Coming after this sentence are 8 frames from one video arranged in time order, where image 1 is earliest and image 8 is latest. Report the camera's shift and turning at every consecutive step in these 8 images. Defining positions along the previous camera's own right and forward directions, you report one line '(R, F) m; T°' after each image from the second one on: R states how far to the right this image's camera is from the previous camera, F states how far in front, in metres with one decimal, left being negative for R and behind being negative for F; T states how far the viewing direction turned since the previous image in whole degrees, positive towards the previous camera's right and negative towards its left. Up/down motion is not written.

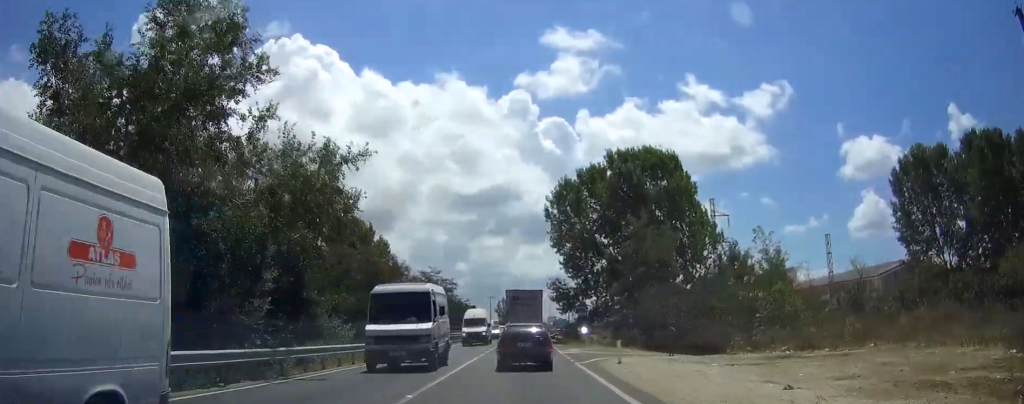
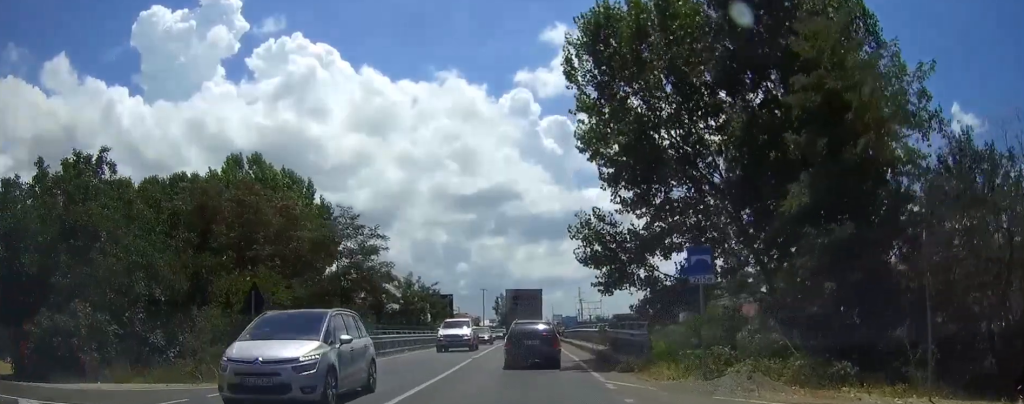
(+0.3, +32.9) m; 0°
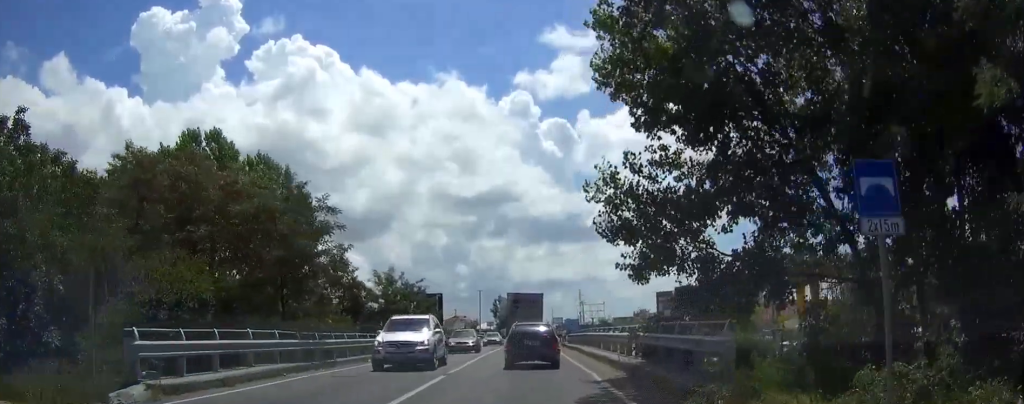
(0.0, +8.1) m; 0°
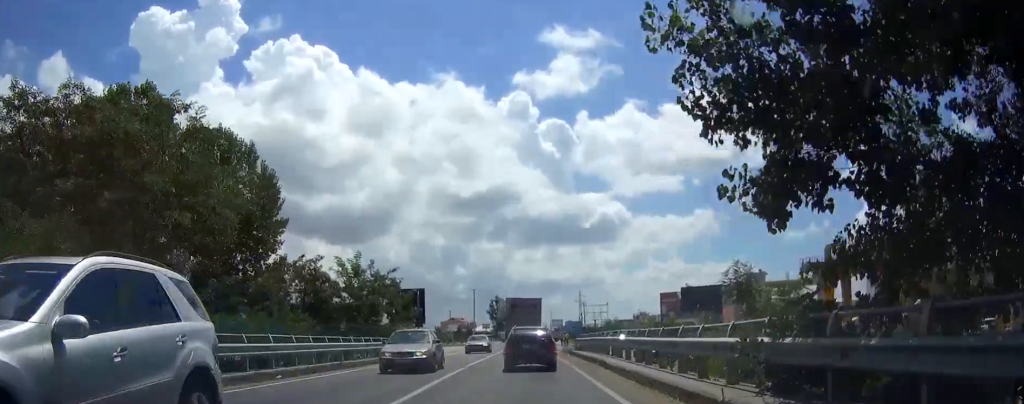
(0.0, +10.0) m; 0°
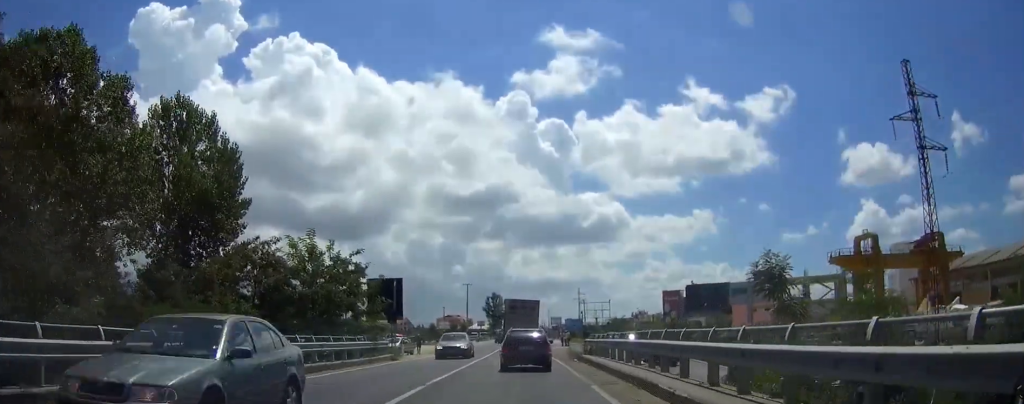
(0.0, +8.6) m; 0°
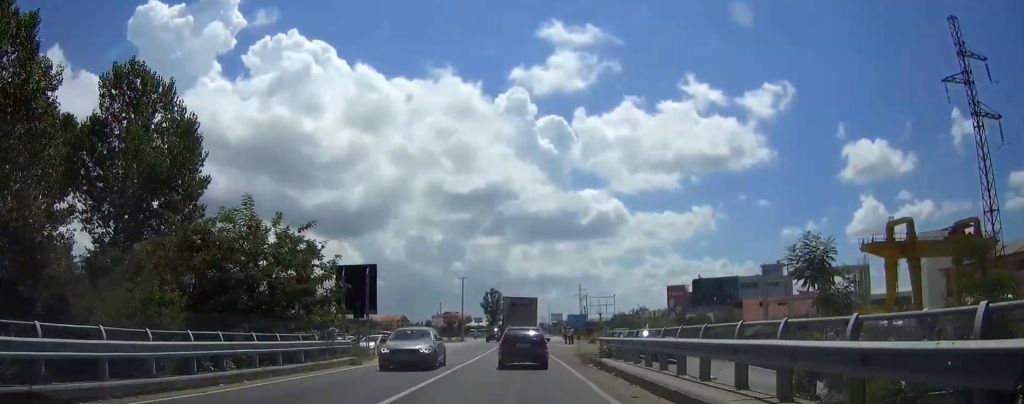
(0.0, +7.2) m; 0°
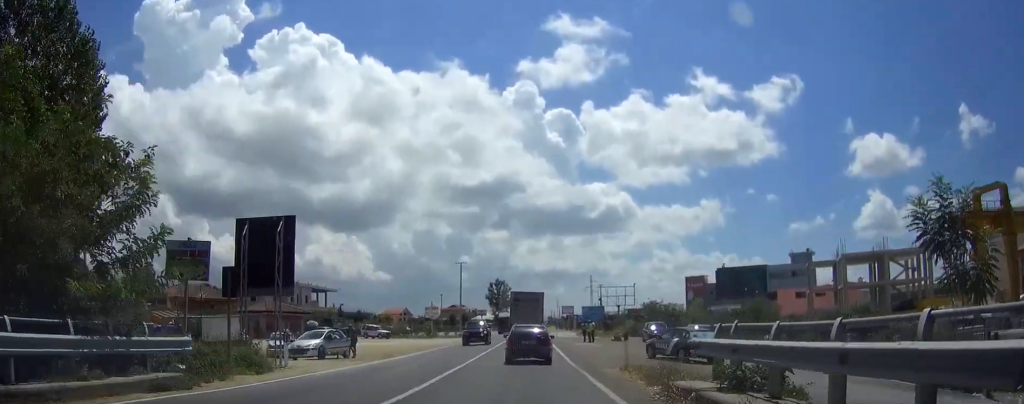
(+0.1, +14.3) m; 0°
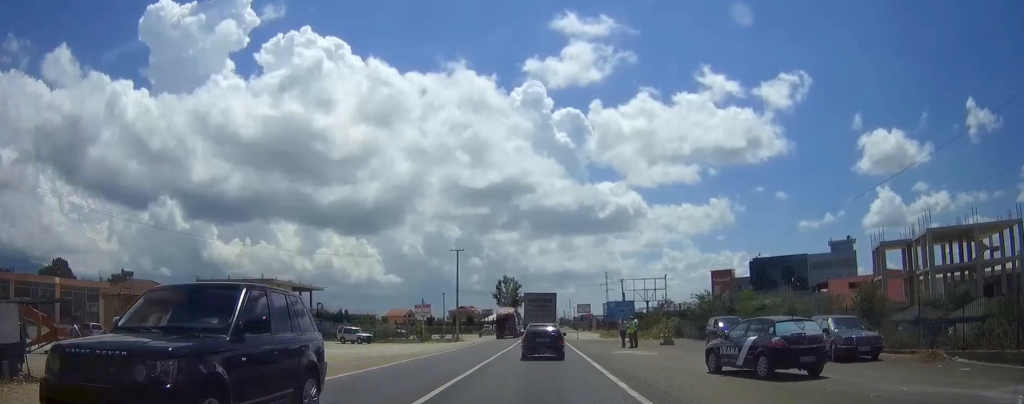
(-0.1, +15.8) m; -1°
